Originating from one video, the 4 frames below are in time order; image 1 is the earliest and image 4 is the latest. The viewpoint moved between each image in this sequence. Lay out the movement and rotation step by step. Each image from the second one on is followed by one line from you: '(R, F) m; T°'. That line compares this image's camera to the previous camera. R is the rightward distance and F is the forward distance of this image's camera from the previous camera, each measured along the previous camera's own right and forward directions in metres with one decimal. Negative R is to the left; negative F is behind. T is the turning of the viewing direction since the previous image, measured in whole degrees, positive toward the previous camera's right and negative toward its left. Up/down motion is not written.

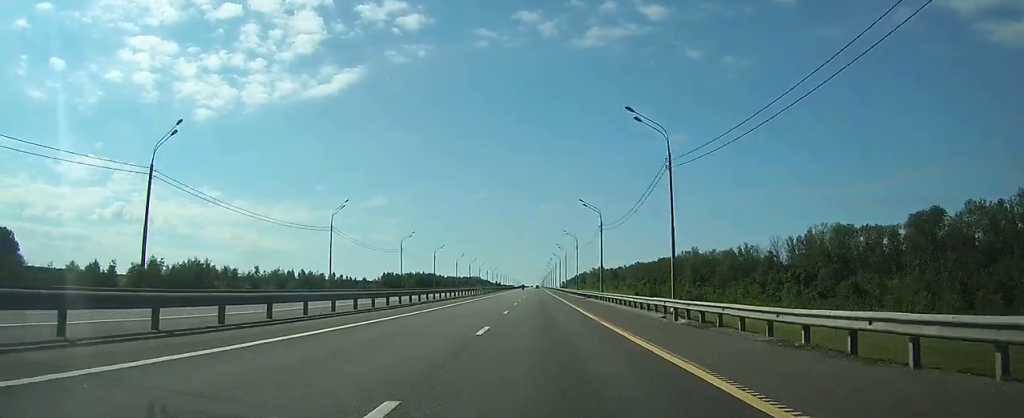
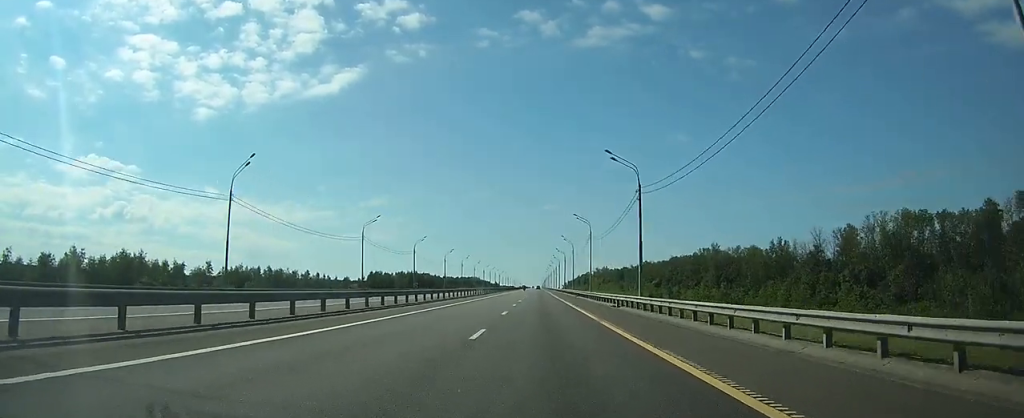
(-0.1, +25.2) m; 0°
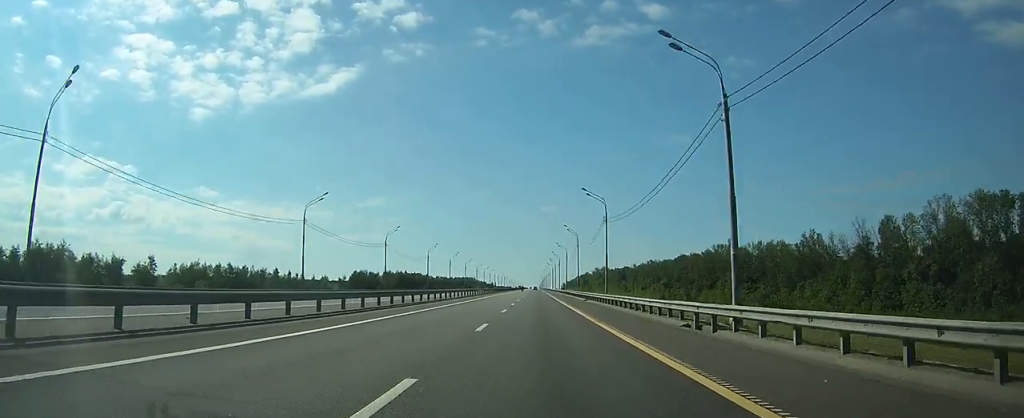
(0.0, +21.0) m; 0°
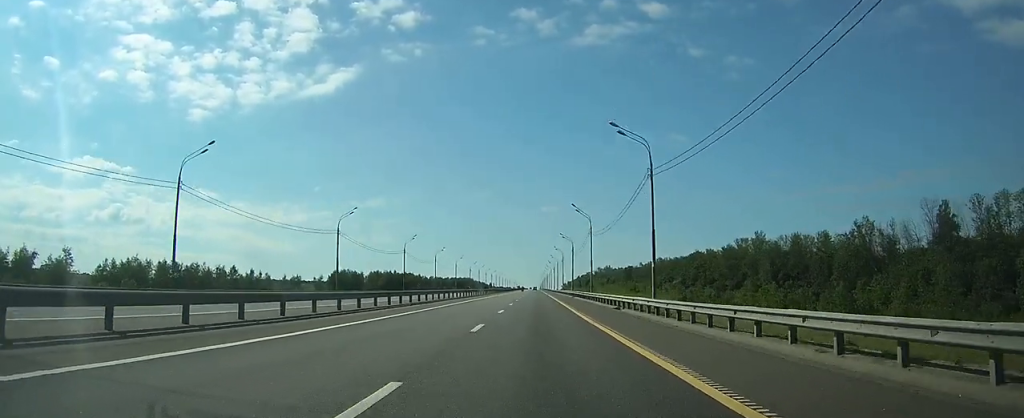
(0.0, +24.1) m; 0°
